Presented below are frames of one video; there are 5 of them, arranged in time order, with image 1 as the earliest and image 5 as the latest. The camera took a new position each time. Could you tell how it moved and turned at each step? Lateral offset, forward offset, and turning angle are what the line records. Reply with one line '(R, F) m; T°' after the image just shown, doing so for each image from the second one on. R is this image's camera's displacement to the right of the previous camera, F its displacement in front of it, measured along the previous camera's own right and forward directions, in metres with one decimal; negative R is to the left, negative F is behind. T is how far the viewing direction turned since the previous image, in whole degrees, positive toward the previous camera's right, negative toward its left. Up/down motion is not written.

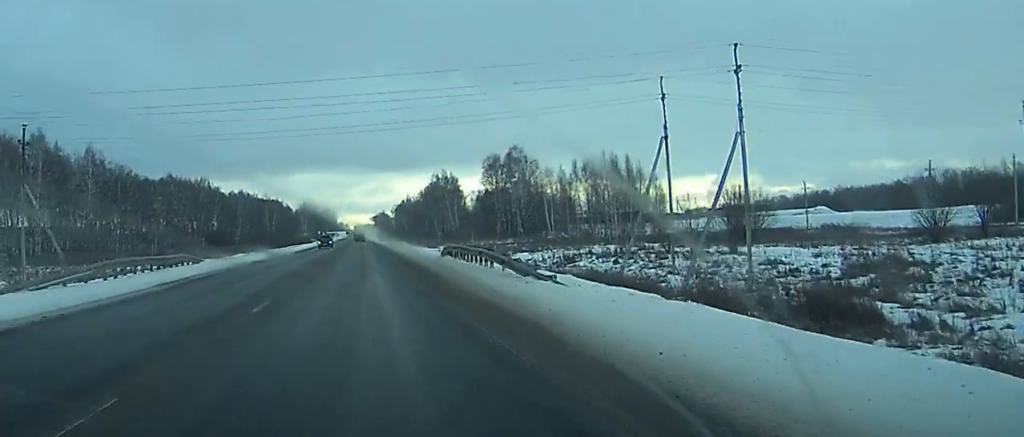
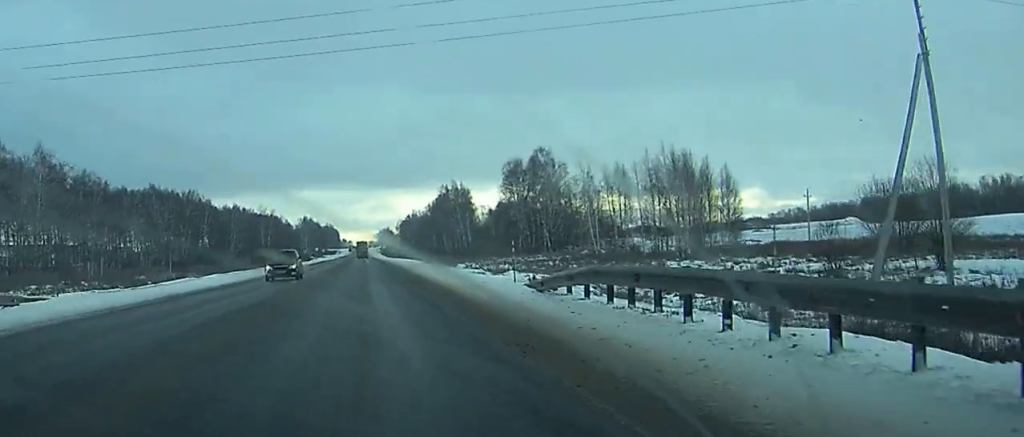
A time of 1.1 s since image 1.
(0.0, +26.0) m; 0°
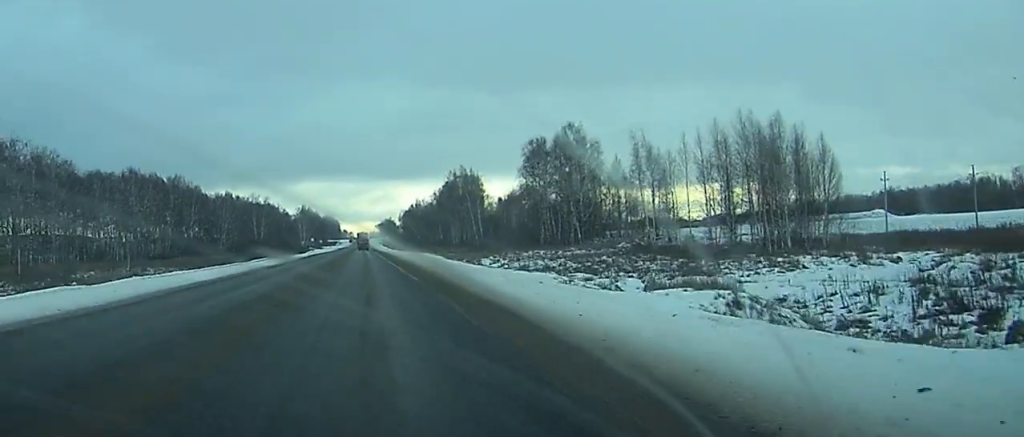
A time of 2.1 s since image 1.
(0.0, +22.8) m; 0°
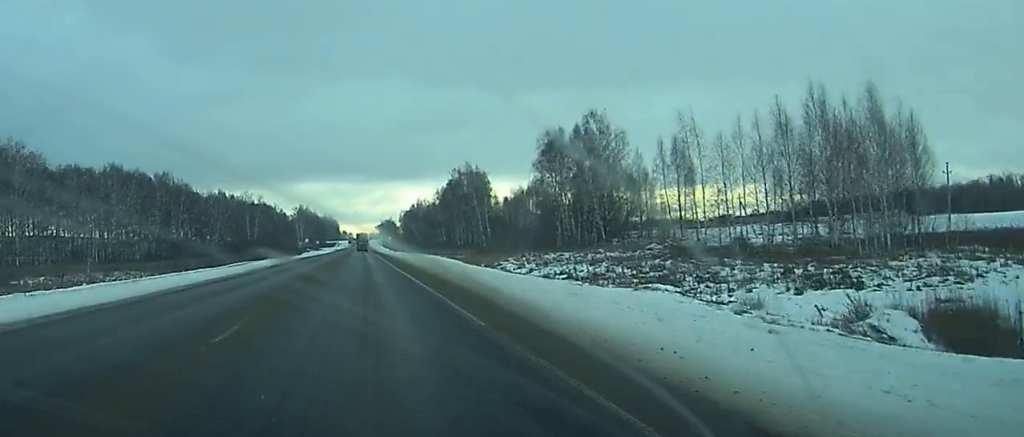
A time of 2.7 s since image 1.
(-0.1, +15.0) m; 0°
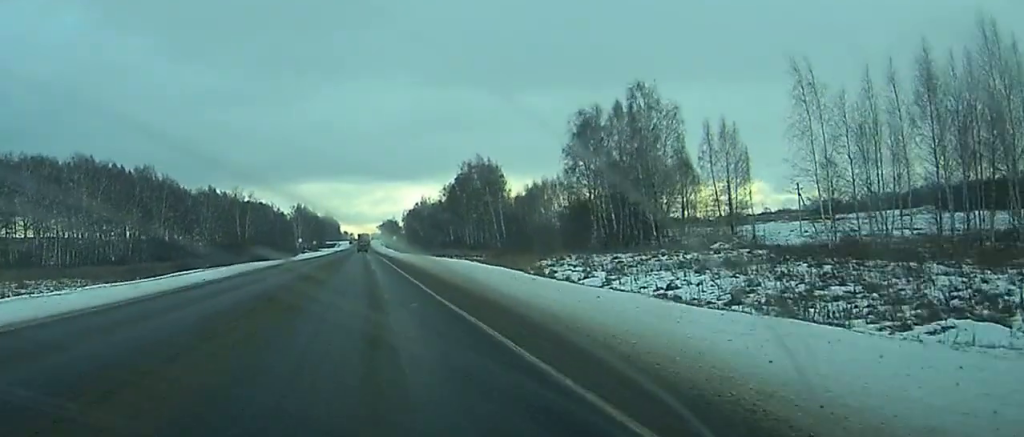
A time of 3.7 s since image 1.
(+0.1, +22.8) m; 0°
